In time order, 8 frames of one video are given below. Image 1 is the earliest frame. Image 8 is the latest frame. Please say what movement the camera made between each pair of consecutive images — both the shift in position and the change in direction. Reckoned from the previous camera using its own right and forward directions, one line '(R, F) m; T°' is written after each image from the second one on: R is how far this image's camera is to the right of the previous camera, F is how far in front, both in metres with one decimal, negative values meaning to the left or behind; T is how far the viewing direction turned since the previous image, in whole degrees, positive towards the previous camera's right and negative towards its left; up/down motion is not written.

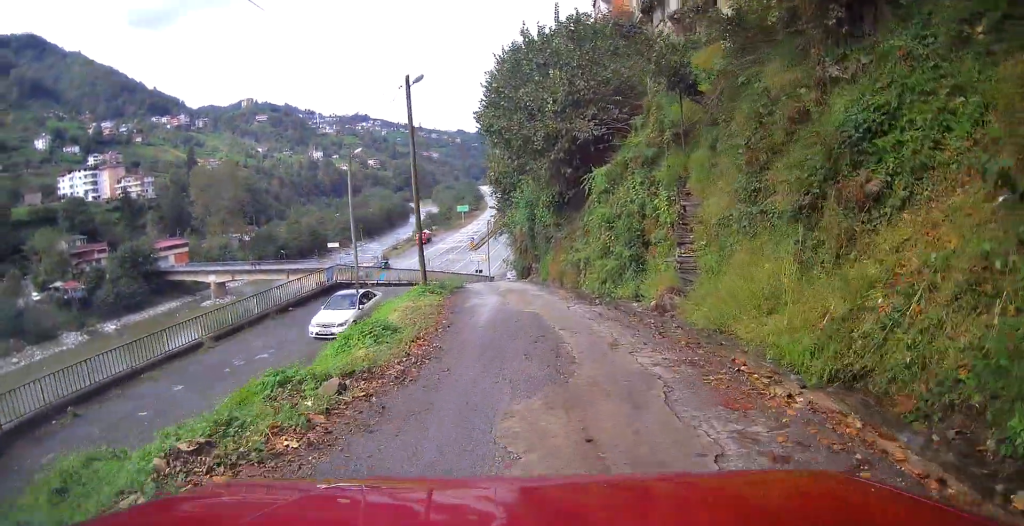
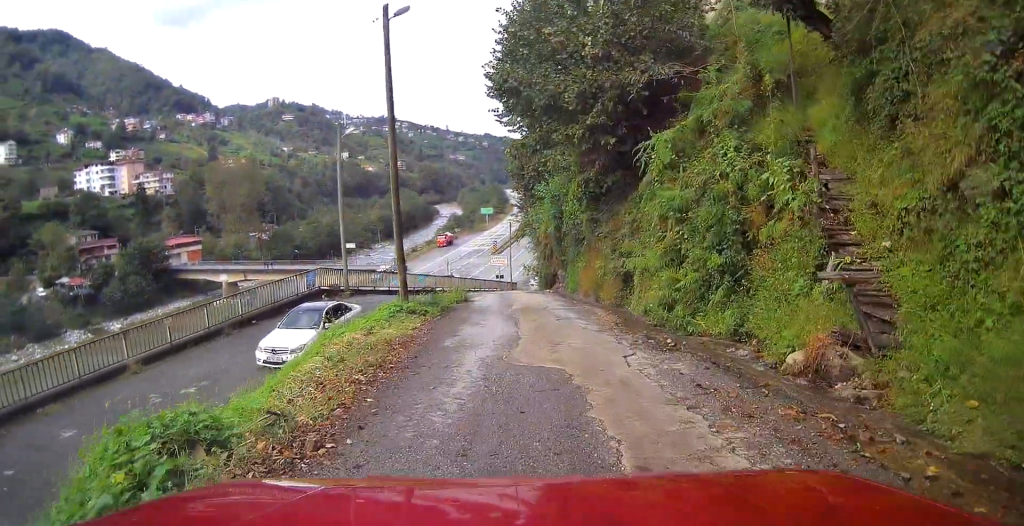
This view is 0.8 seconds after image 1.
(-0.4, +7.3) m; -4°
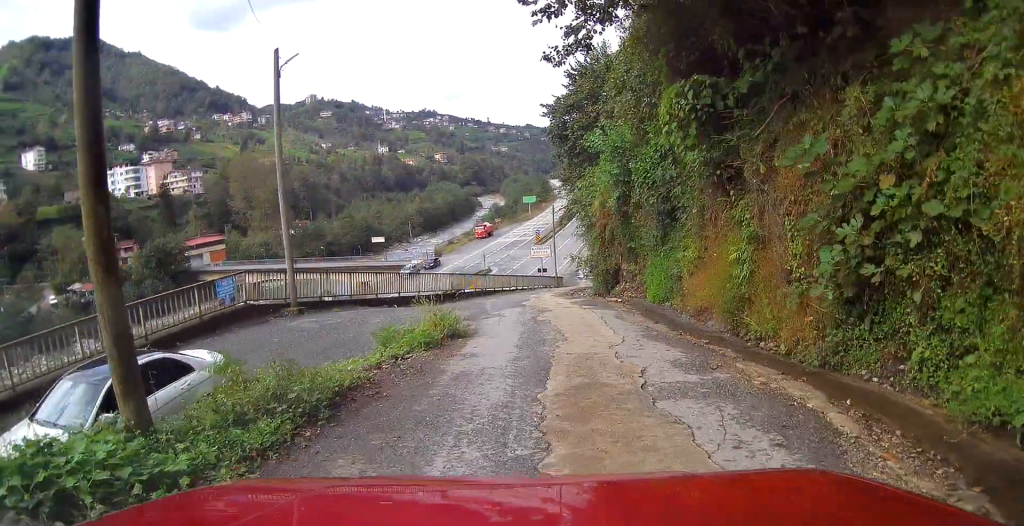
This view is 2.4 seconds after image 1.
(-0.6, +13.1) m; -5°
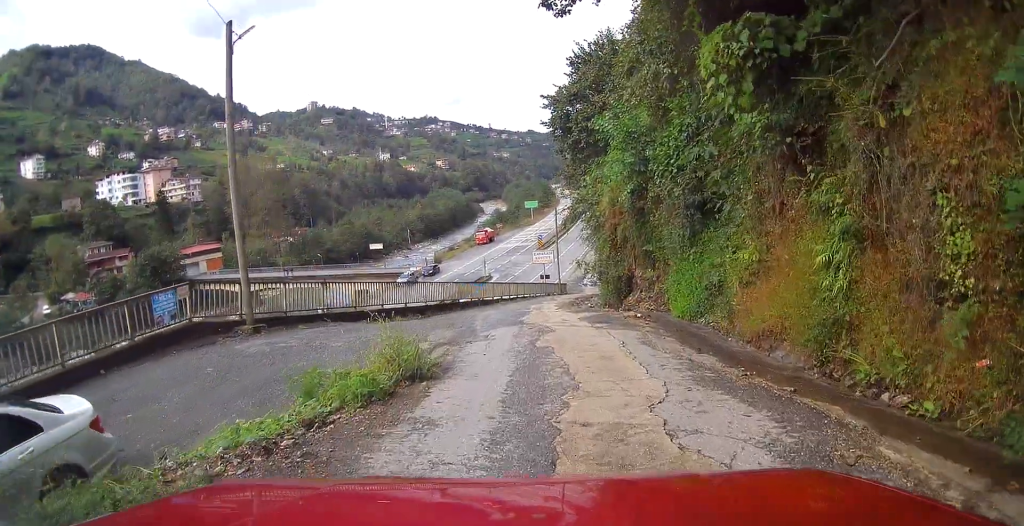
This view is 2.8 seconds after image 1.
(0.0, +3.6) m; -2°
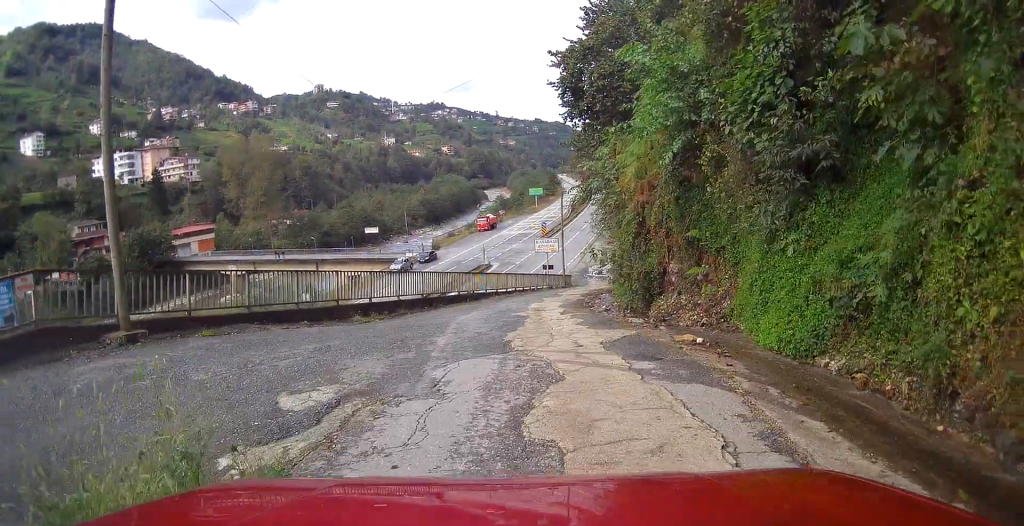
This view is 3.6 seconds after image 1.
(-0.2, +6.1) m; -3°
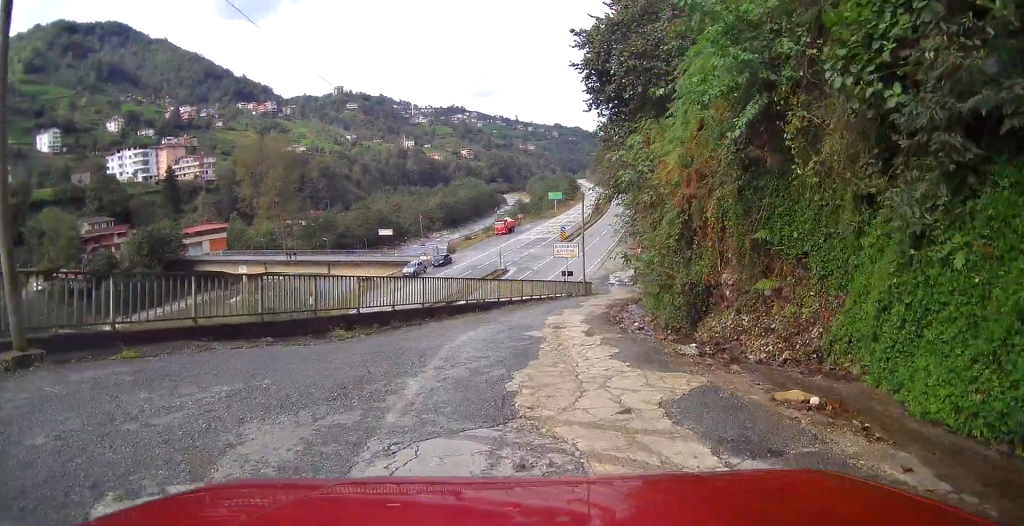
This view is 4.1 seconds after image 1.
(-0.1, +3.8) m; -1°
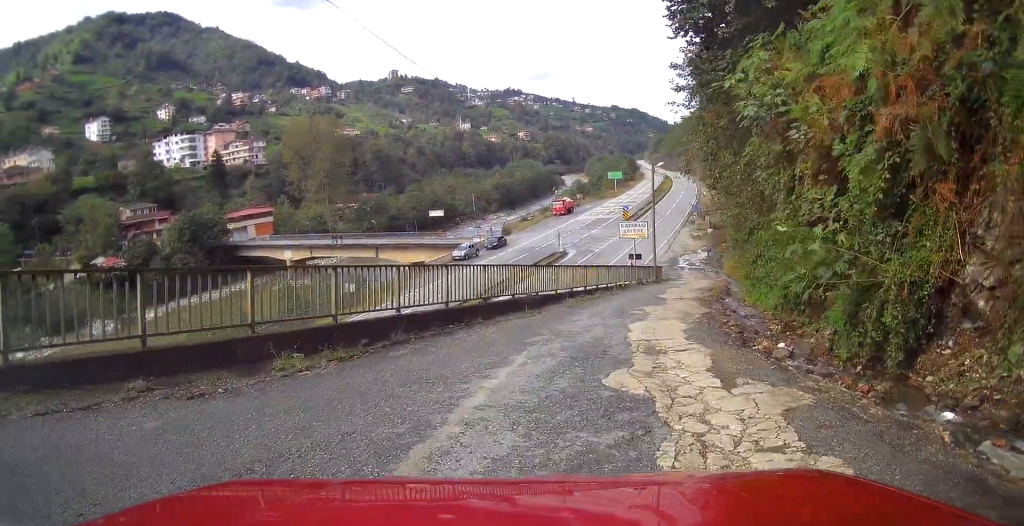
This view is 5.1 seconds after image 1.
(0.0, +7.5) m; -2°
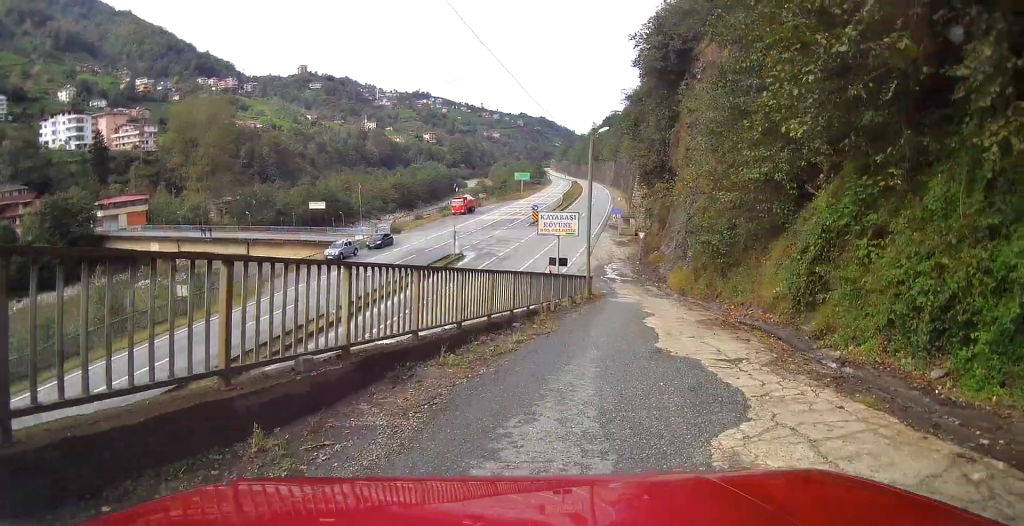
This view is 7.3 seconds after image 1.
(0.0, +14.5) m; +5°
